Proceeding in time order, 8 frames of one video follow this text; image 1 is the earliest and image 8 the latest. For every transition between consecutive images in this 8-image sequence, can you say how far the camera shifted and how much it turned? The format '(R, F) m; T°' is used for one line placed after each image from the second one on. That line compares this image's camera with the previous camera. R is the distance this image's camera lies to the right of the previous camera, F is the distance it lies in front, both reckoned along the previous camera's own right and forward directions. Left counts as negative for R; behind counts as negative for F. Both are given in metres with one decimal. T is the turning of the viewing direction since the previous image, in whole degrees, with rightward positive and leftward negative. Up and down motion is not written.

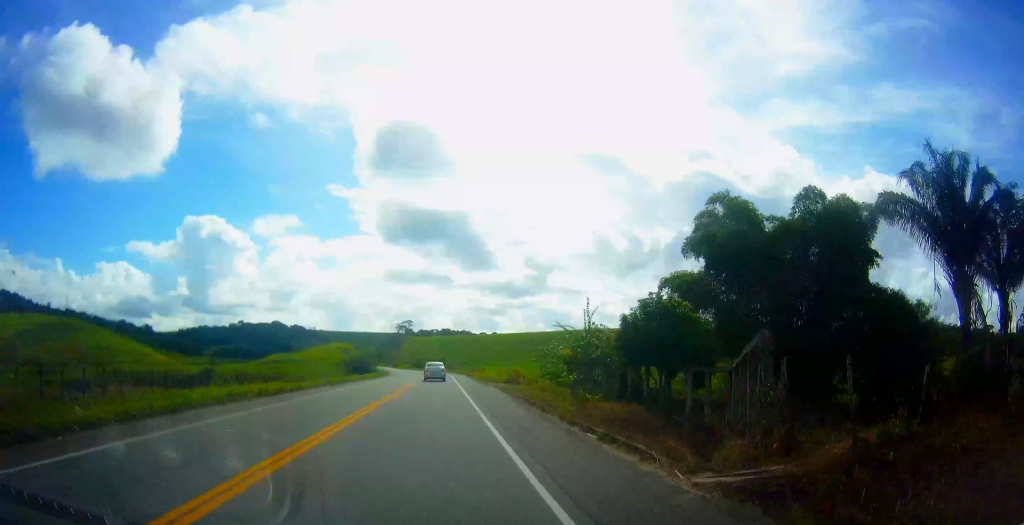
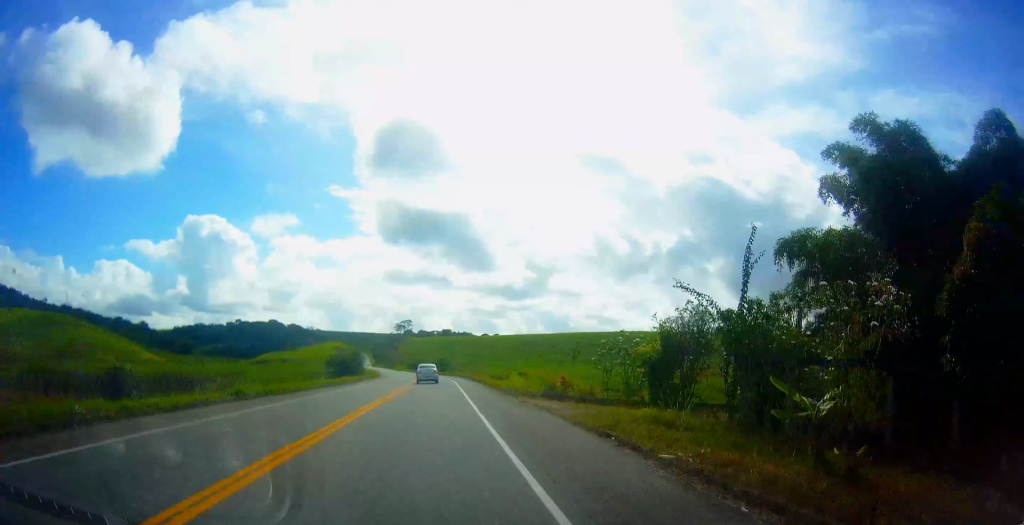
(+0.4, +16.7) m; +2°
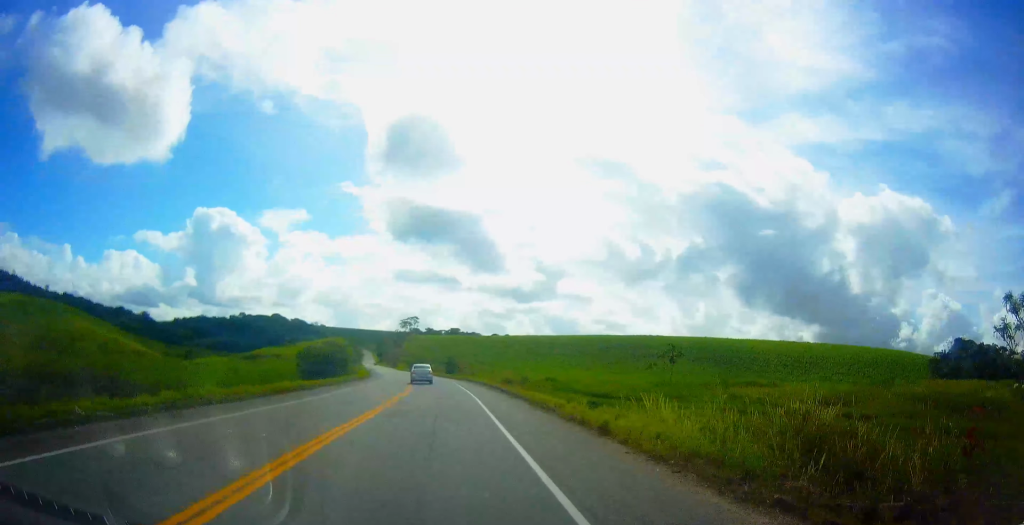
(+0.3, +21.1) m; +2°
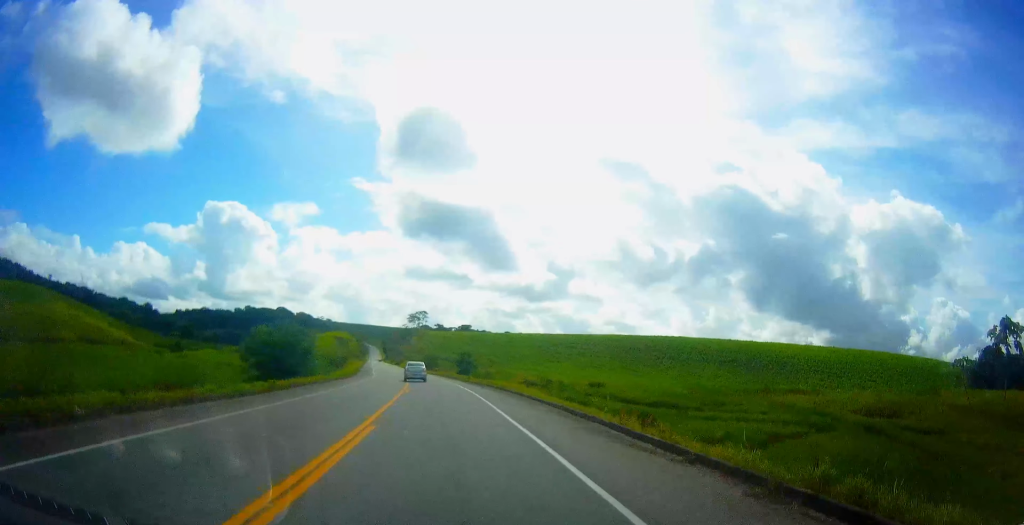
(+0.3, +21.6) m; 0°
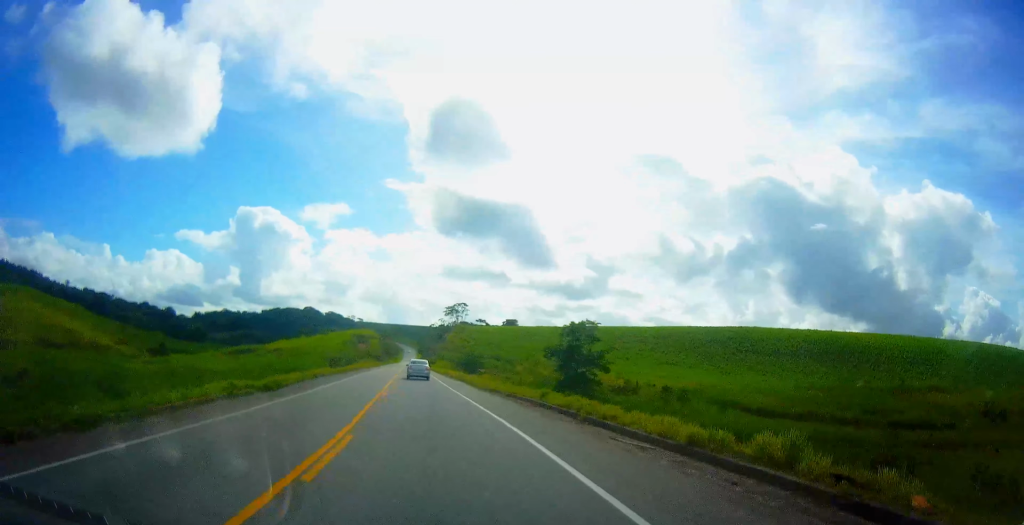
(+0.4, +50.6) m; 0°
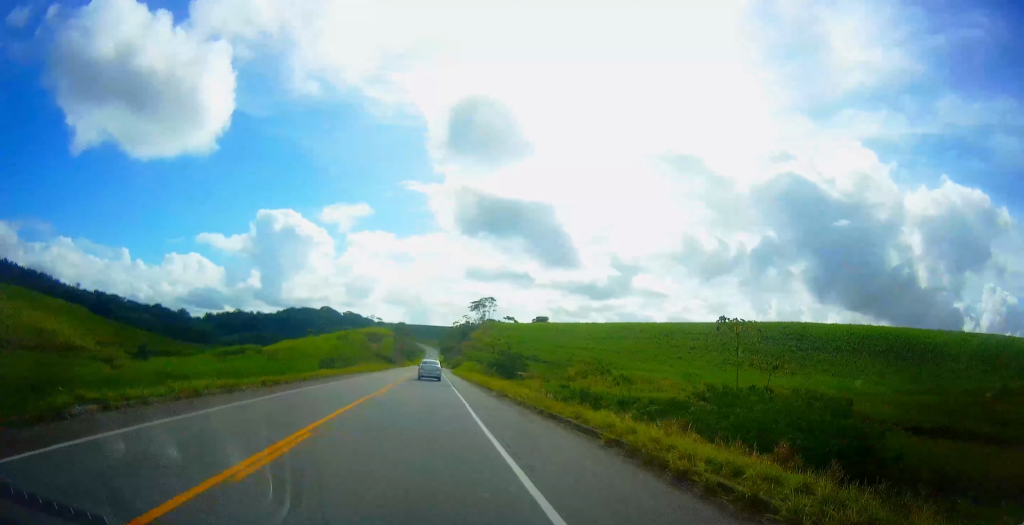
(-1.0, +31.5) m; -2°
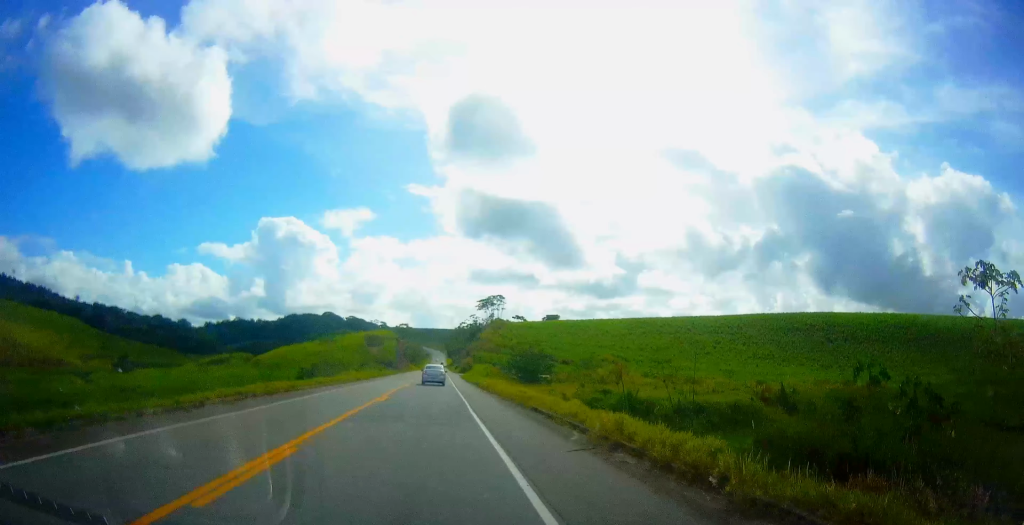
(+0.1, +16.6) m; -1°
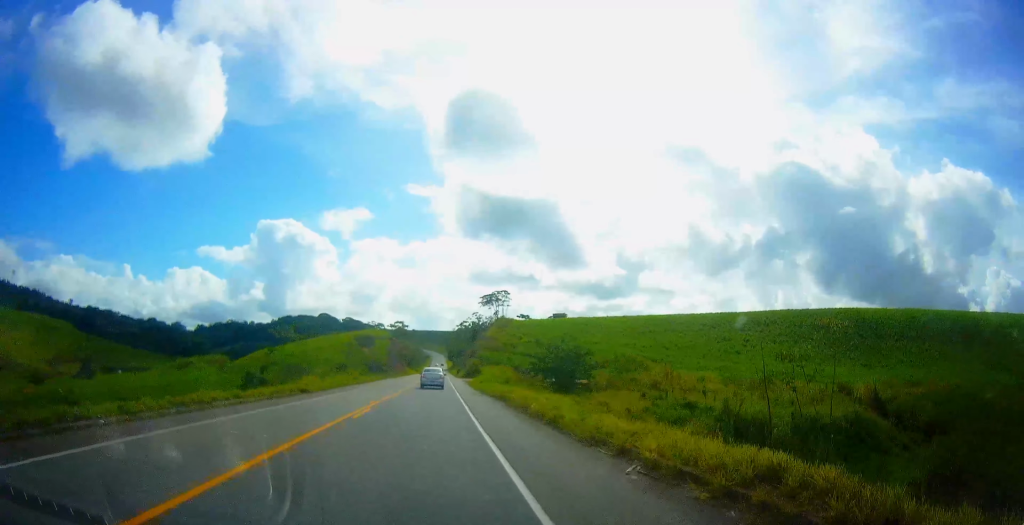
(-0.5, +21.5) m; -2°
